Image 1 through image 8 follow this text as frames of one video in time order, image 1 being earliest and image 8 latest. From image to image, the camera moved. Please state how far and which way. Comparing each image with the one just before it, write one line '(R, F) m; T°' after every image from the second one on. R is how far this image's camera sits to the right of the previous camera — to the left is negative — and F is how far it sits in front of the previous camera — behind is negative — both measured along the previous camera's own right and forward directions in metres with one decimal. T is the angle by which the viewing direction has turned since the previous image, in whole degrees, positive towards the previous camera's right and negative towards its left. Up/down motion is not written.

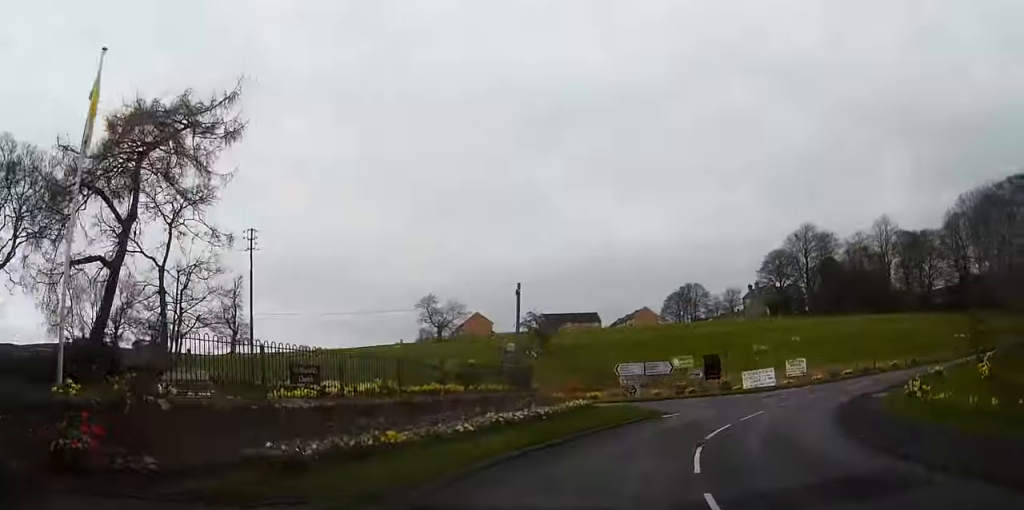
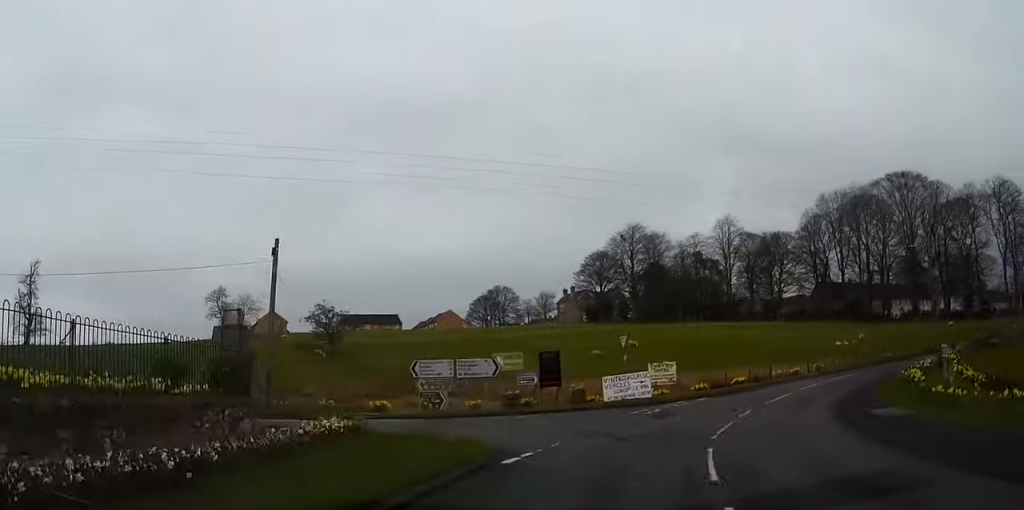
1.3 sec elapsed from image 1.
(+1.7, +13.1) m; +14°
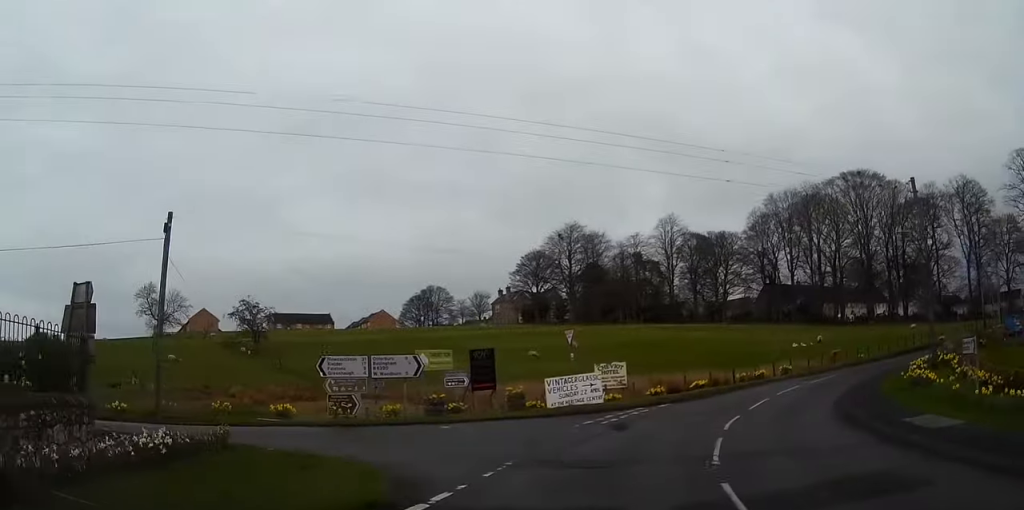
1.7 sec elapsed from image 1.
(+0.2, +4.4) m; +1°
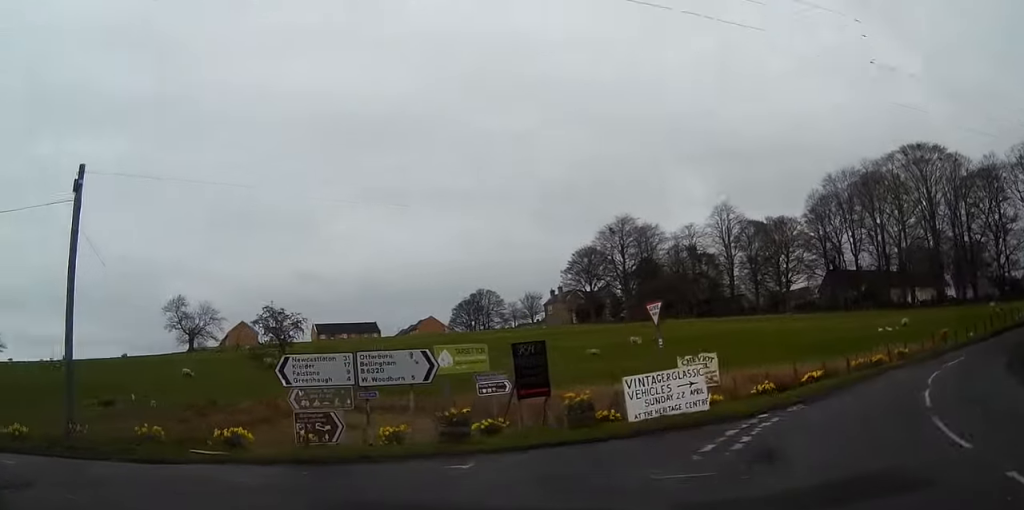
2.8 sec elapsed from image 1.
(+0.2, +8.7) m; -10°
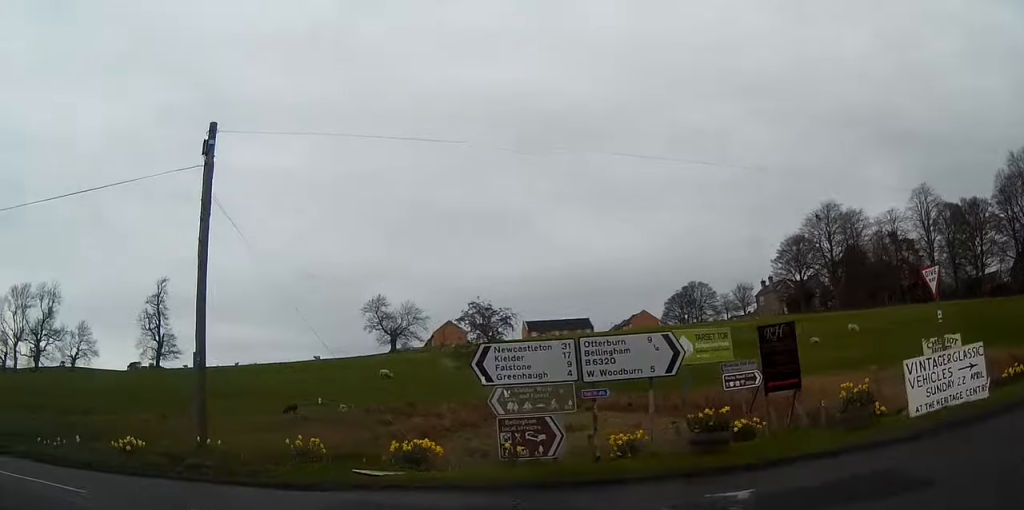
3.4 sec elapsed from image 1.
(0.0, +4.2) m; -15°
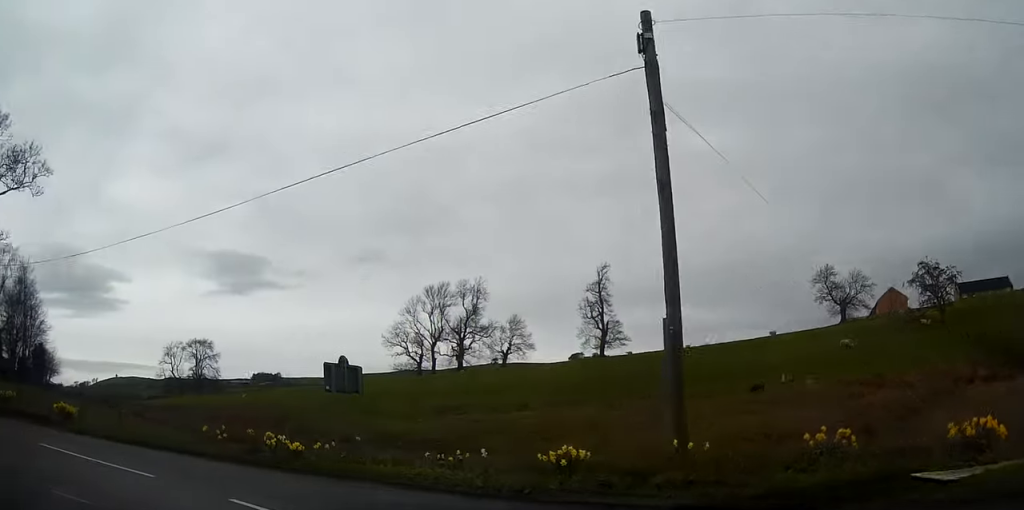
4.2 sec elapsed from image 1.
(-1.5, +4.3) m; -32°
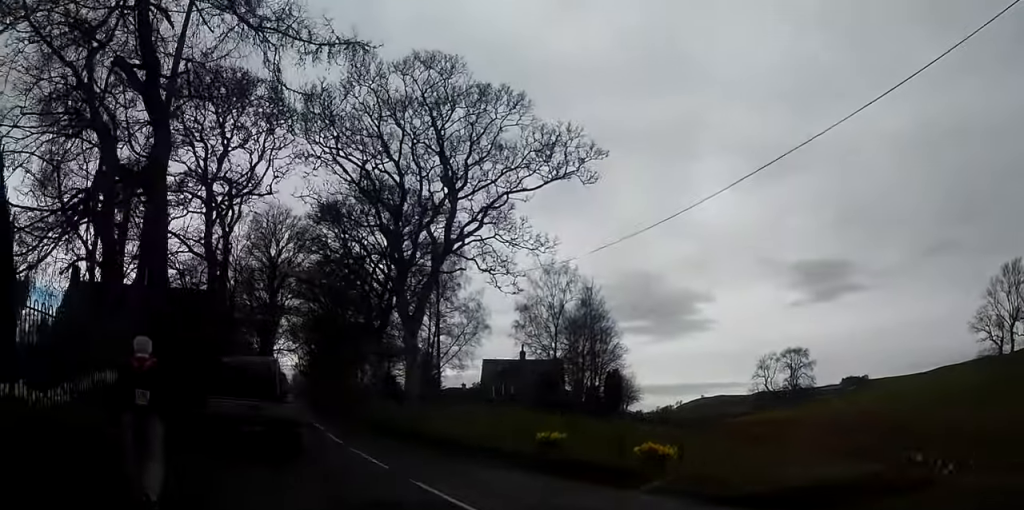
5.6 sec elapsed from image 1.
(-3.0, +6.9) m; -38°
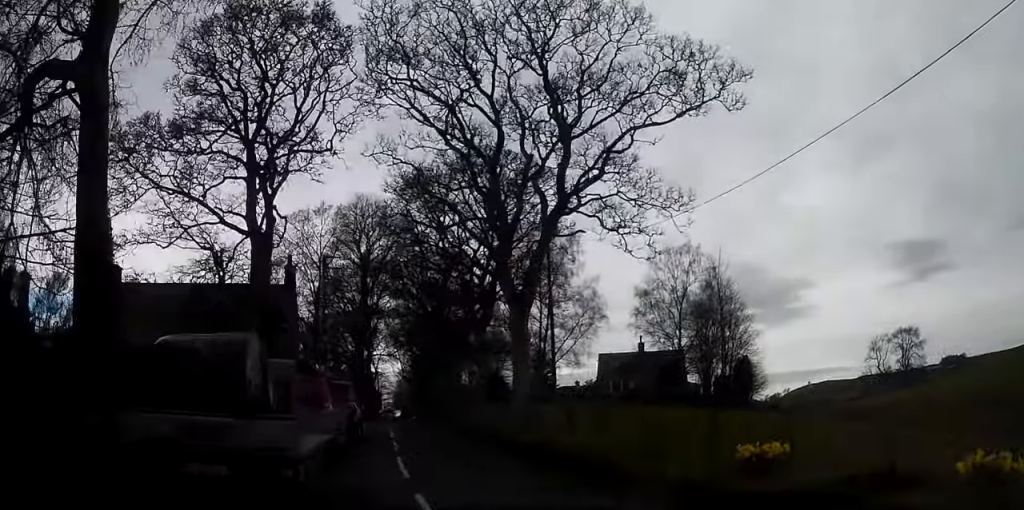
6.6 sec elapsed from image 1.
(-0.8, +7.1) m; -10°
